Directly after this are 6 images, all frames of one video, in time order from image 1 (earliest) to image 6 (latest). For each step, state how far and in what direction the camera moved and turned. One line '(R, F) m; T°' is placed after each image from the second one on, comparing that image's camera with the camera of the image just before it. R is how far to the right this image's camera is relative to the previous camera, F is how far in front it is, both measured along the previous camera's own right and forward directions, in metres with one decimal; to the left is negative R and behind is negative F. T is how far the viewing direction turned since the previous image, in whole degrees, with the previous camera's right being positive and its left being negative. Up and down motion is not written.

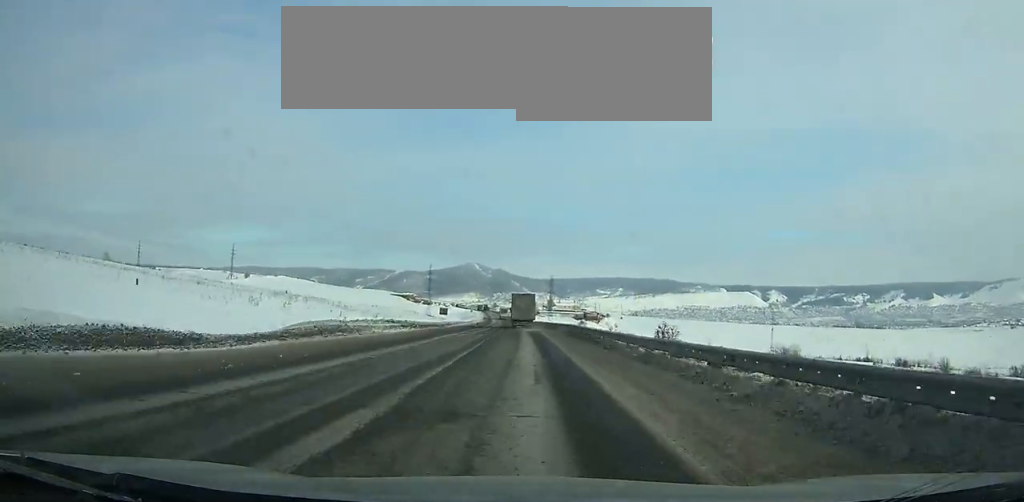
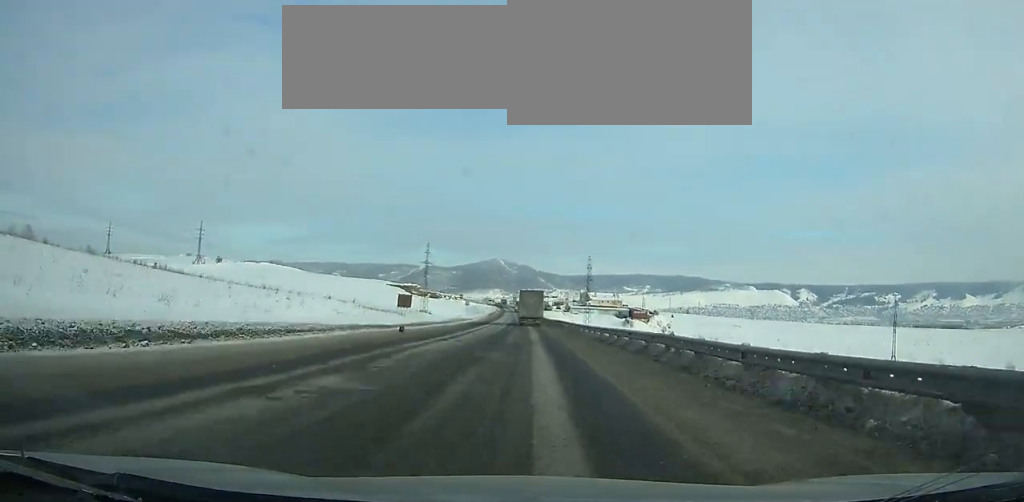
(-1.3, +76.4) m; -2°
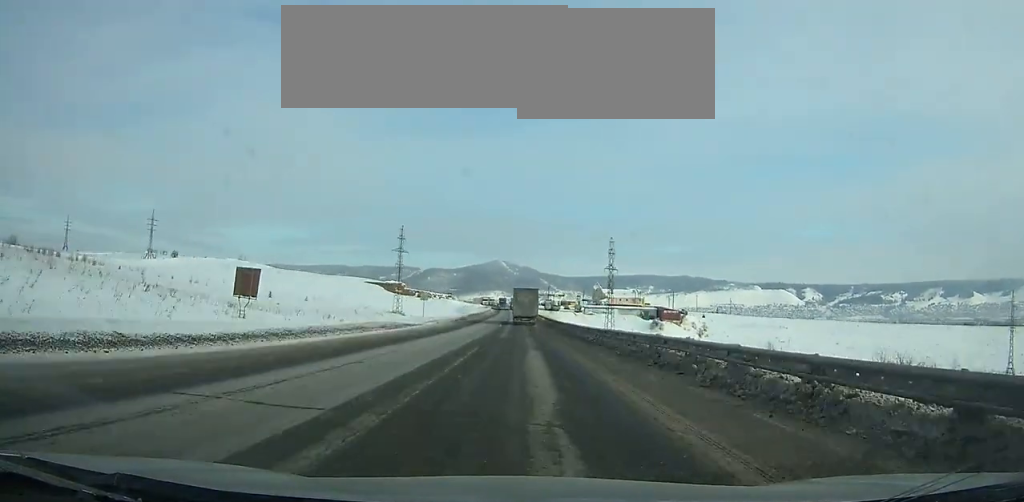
(-0.4, +50.6) m; -1°
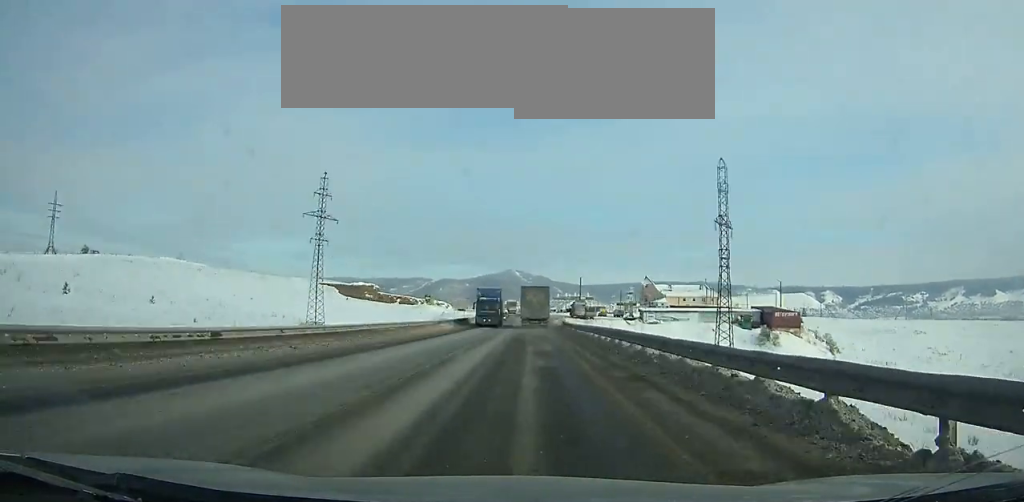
(-0.7, +80.8) m; -1°
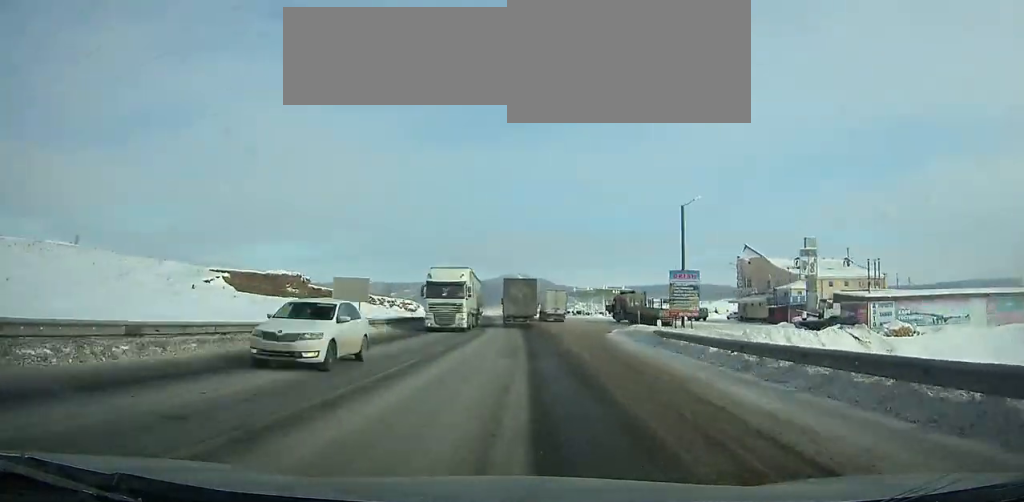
(-0.4, +78.4) m; -1°
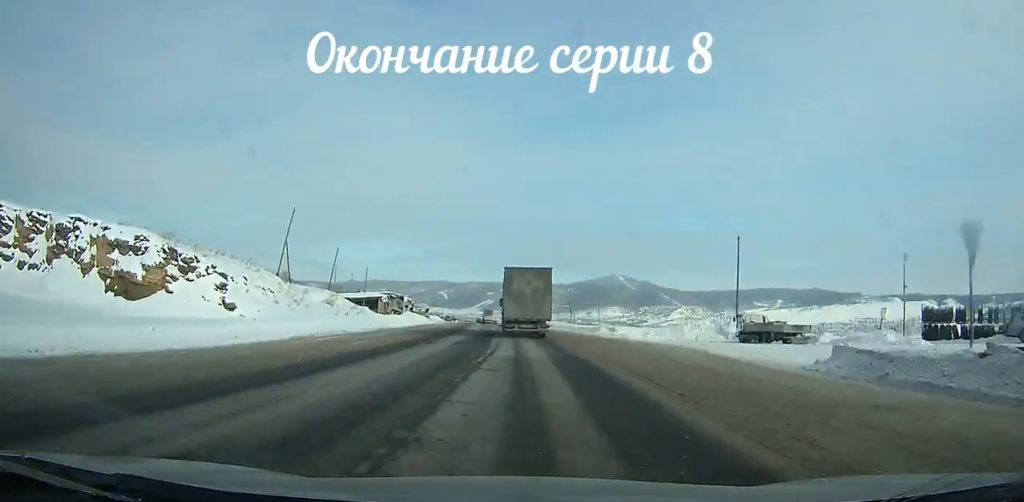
(-10.7, +162.3) m; -9°
